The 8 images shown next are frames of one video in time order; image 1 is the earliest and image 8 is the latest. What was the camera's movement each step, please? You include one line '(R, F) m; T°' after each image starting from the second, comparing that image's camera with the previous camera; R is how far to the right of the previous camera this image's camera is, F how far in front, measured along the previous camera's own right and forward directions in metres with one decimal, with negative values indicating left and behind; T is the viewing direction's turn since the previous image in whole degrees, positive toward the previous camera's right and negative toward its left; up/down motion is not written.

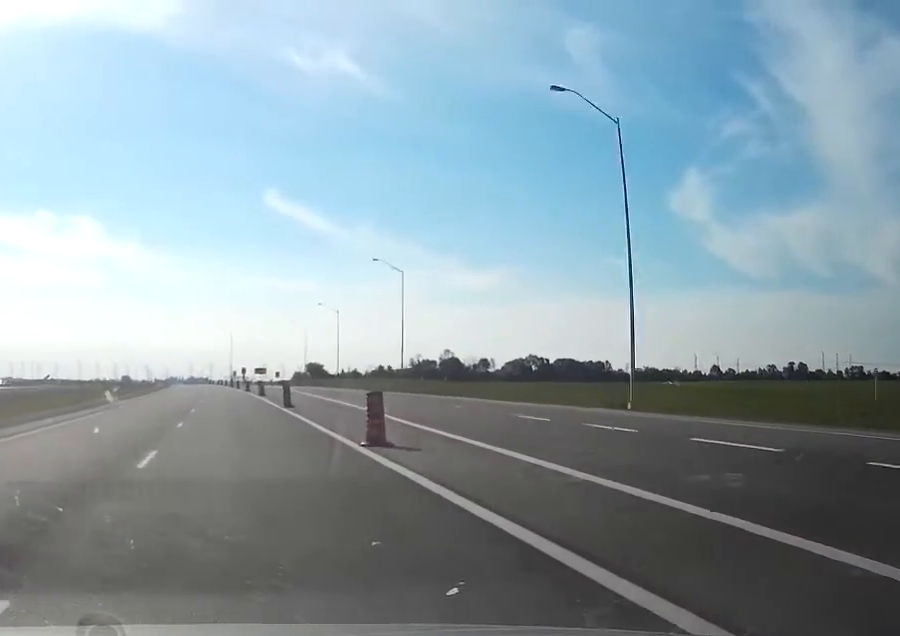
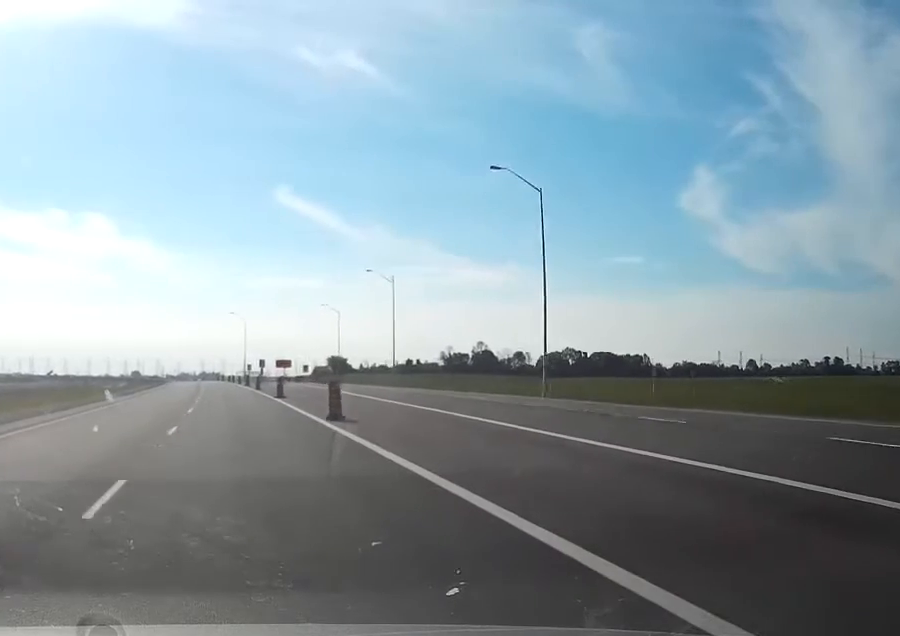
(-0.3, +41.2) m; -1°
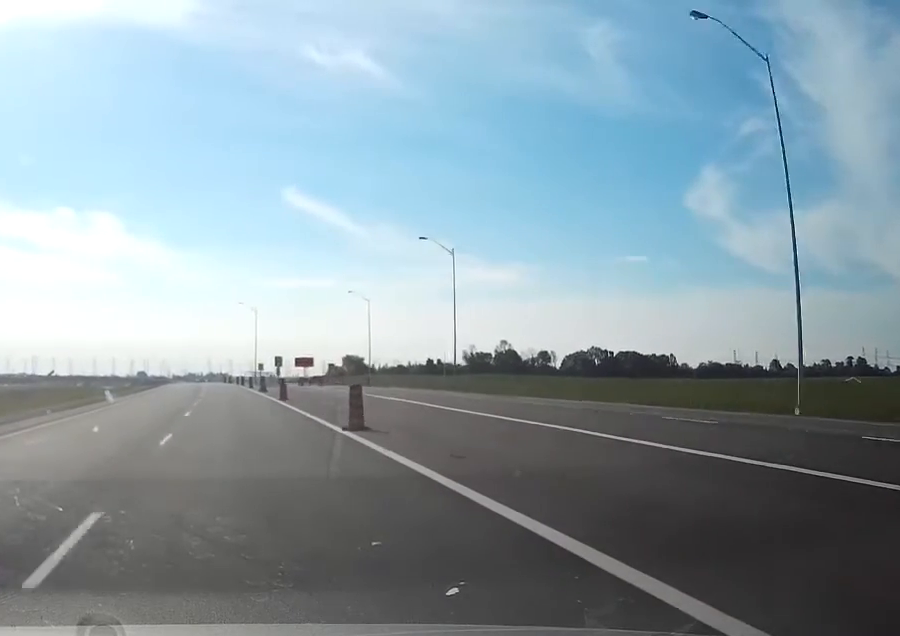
(-0.1, +26.4) m; -1°
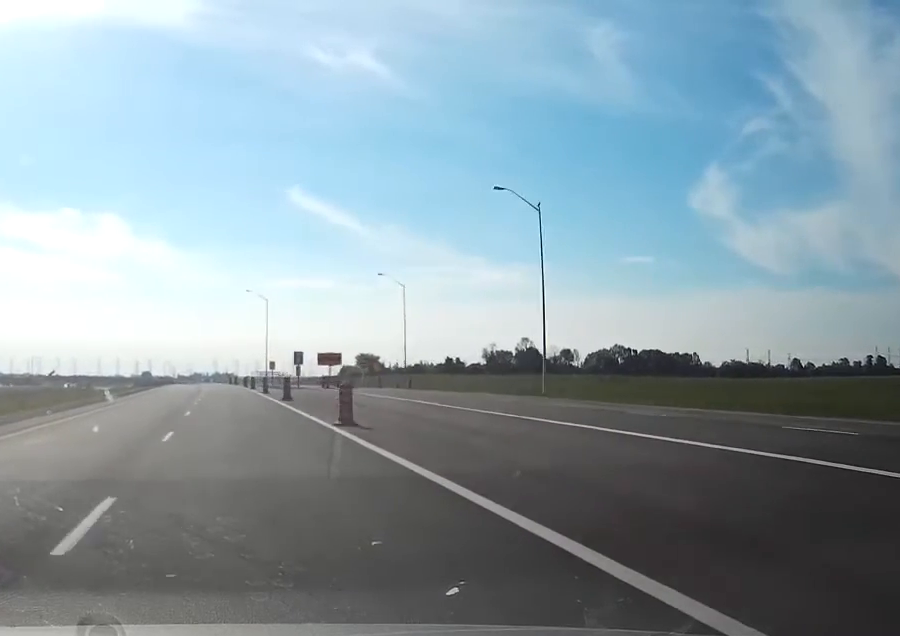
(-0.1, +22.5) m; 0°
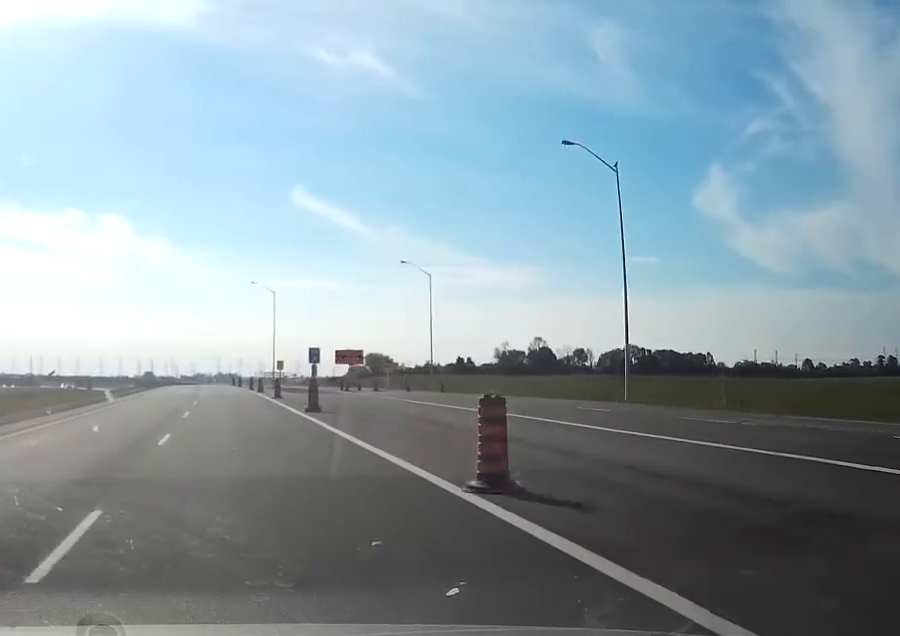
(0.0, +12.7) m; 0°
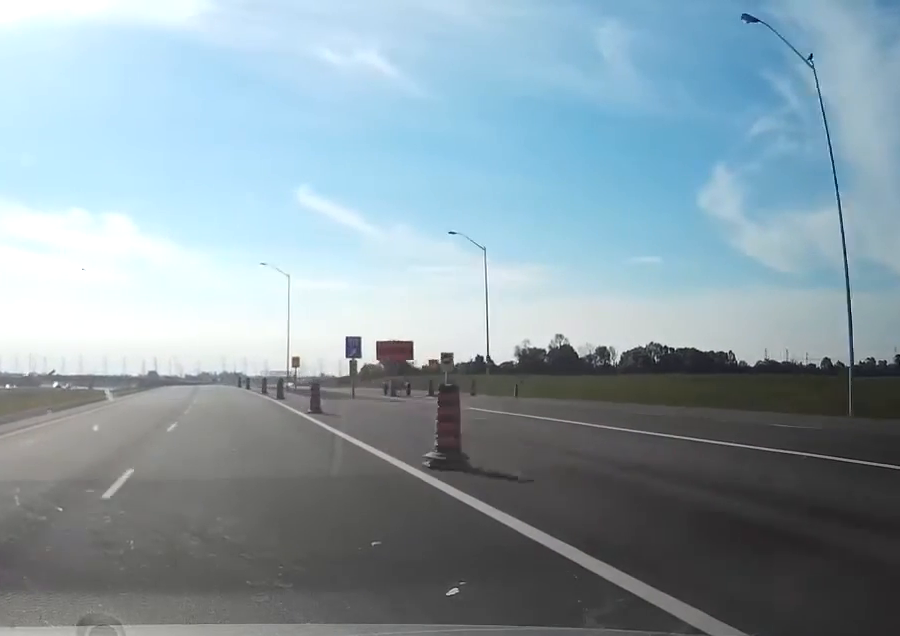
(+0.1, +19.5) m; 0°
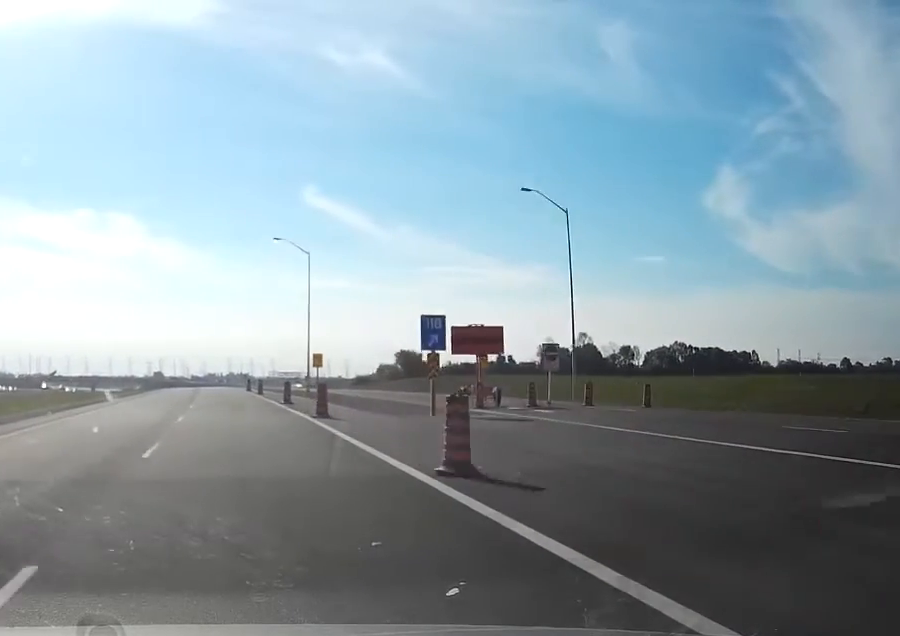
(-0.1, +18.5) m; -1°
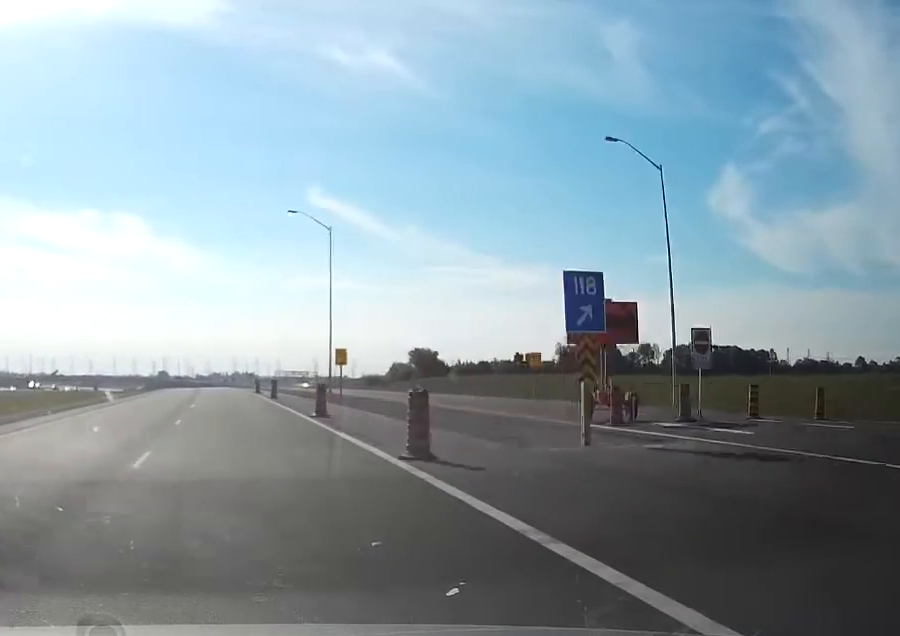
(0.0, +13.6) m; 0°
